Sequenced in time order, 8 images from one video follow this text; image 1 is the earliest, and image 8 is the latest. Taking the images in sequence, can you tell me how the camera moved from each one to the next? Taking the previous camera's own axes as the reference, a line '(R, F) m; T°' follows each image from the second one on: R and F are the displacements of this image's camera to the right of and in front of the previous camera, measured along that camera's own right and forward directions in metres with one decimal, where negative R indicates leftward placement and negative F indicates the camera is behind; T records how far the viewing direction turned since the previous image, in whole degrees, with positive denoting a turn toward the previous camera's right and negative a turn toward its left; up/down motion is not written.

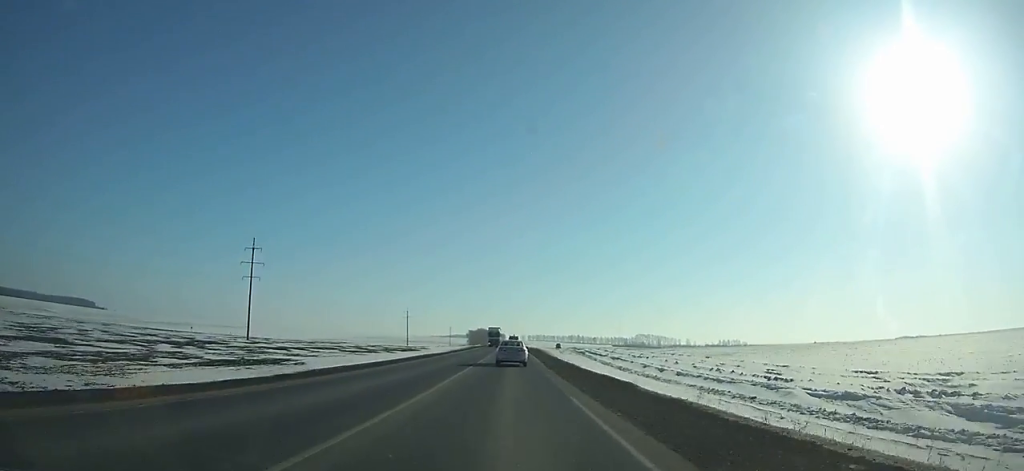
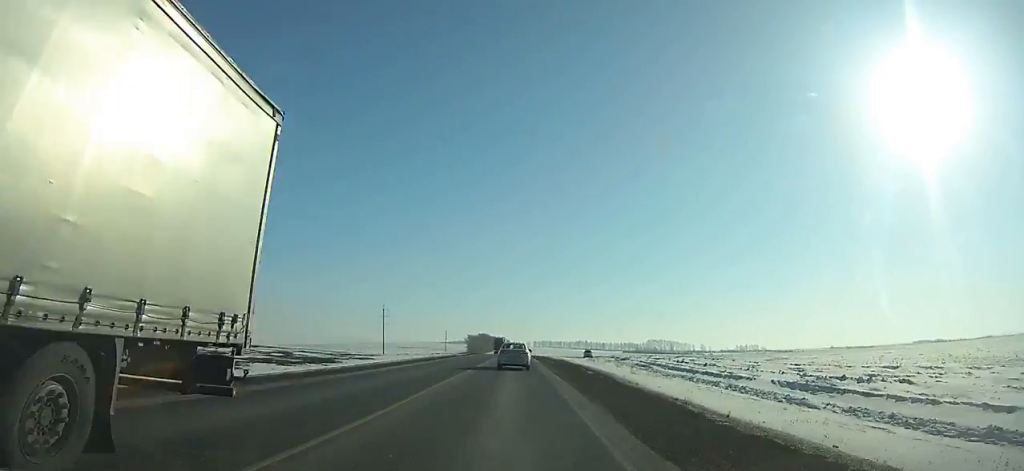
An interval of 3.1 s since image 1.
(-0.3, +68.3) m; 0°
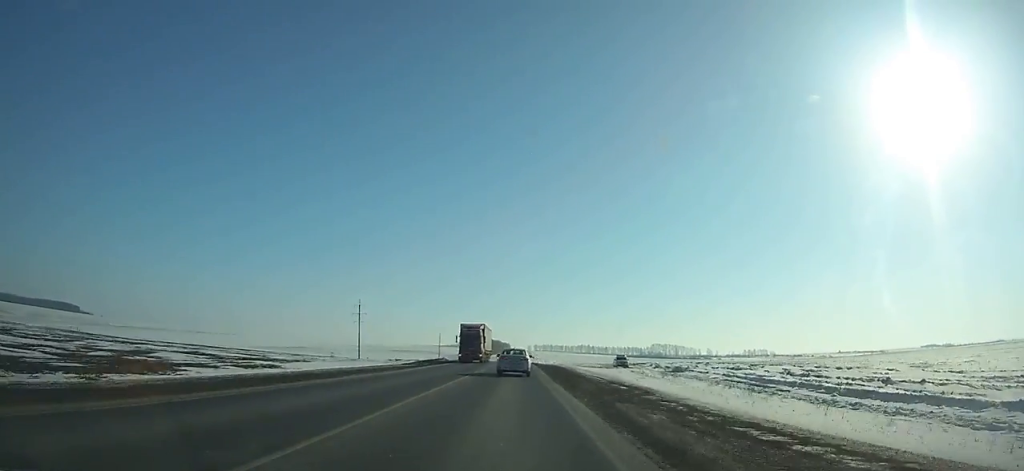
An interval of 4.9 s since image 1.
(0.0, +39.4) m; 0°
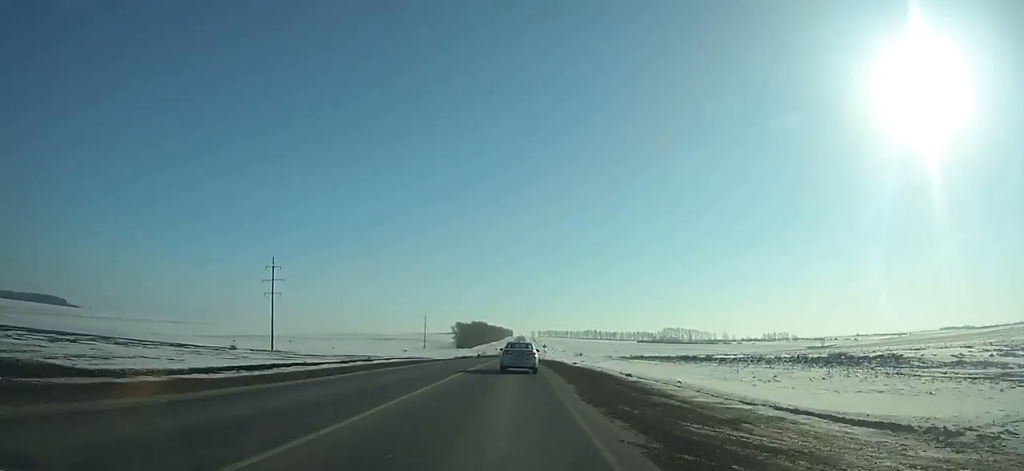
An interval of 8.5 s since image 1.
(-0.1, +78.6) m; 0°
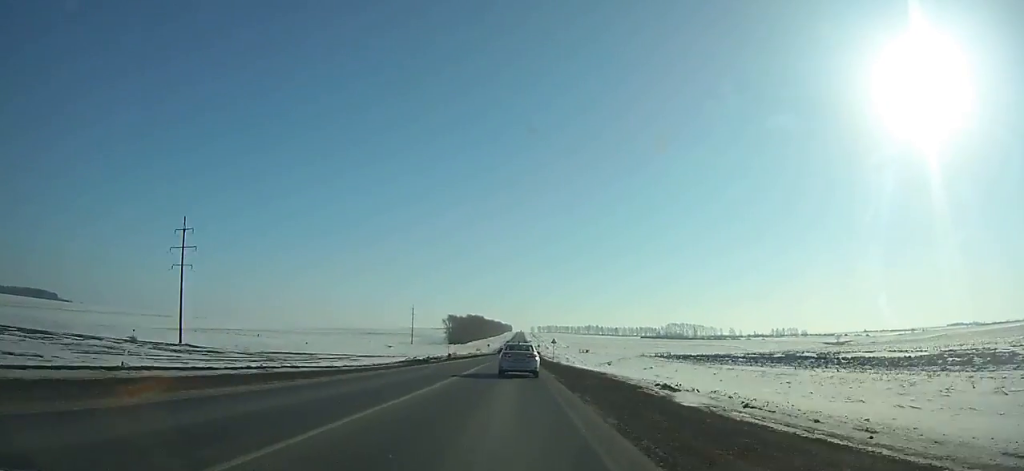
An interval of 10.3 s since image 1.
(+0.1, +39.0) m; 0°
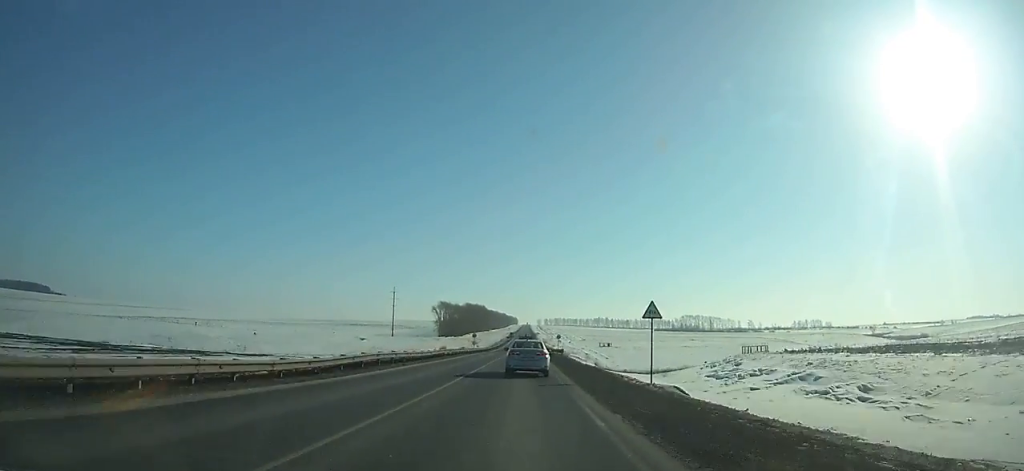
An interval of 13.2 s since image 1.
(-0.1, +62.4) m; 0°
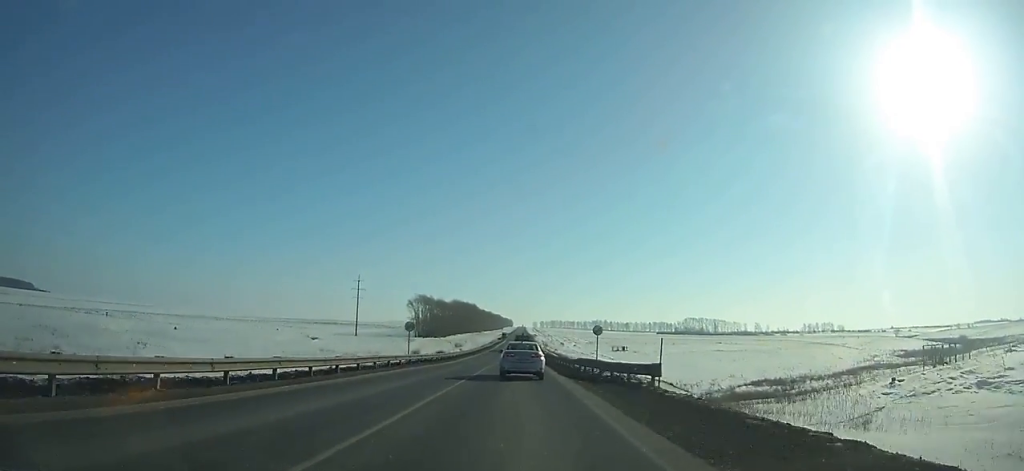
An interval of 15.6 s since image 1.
(0.0, +50.9) m; 0°
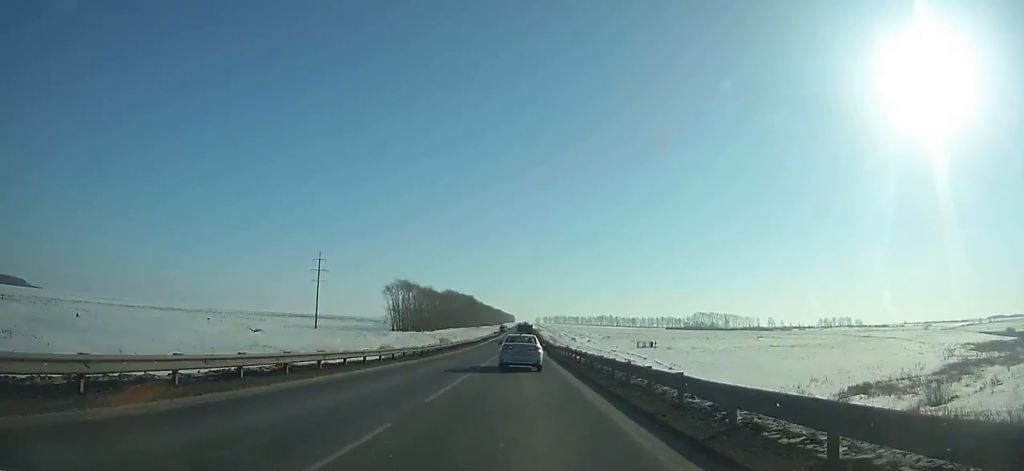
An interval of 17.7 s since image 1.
(+0.1, +44.1) m; 0°
